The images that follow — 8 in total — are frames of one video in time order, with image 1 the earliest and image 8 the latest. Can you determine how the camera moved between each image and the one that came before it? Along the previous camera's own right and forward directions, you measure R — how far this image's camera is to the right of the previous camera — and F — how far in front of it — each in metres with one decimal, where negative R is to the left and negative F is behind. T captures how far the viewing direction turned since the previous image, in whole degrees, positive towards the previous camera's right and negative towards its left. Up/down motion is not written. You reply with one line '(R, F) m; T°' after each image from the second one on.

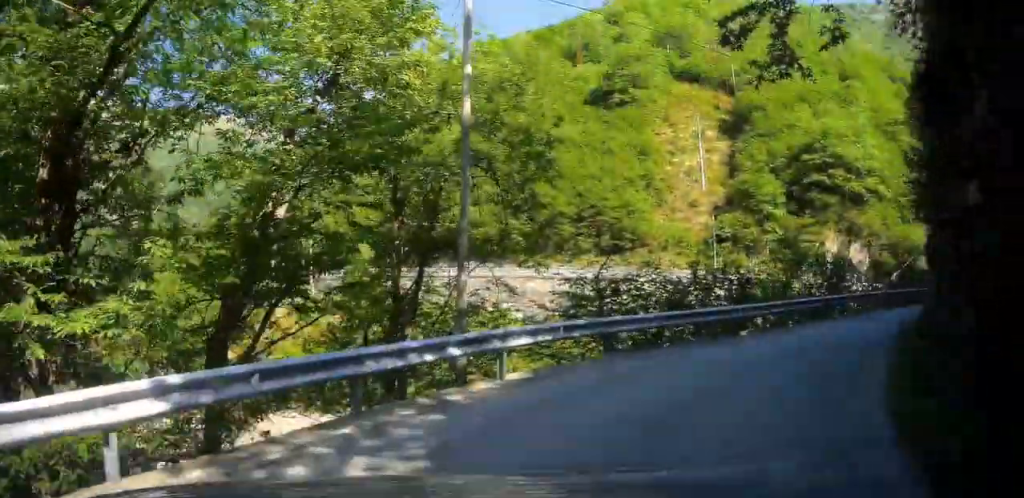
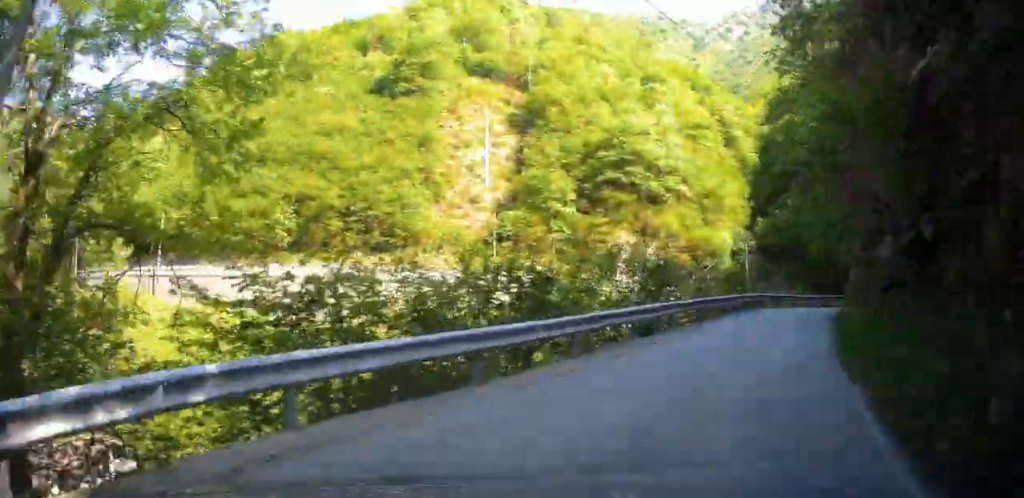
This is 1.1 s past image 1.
(-0.1, +6.8) m; +29°
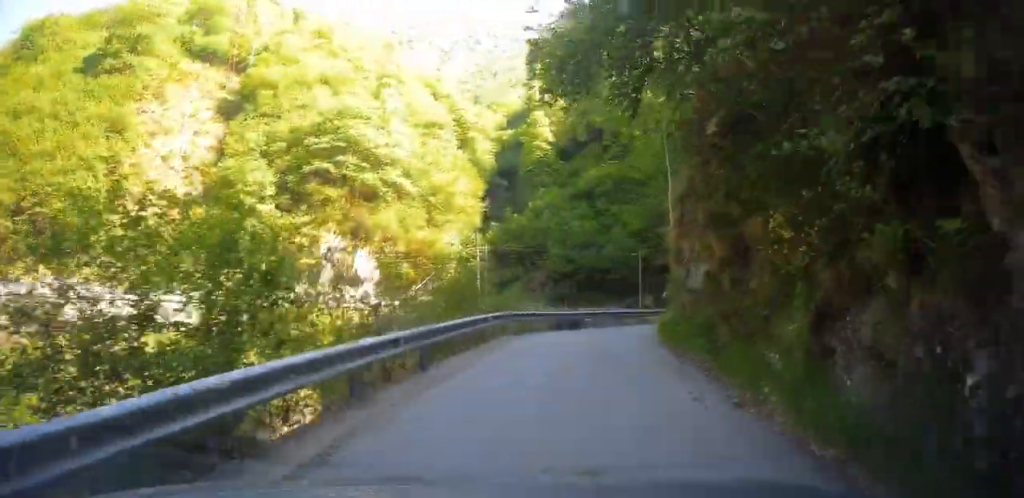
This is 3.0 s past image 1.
(+9.3, +13.2) m; +43°
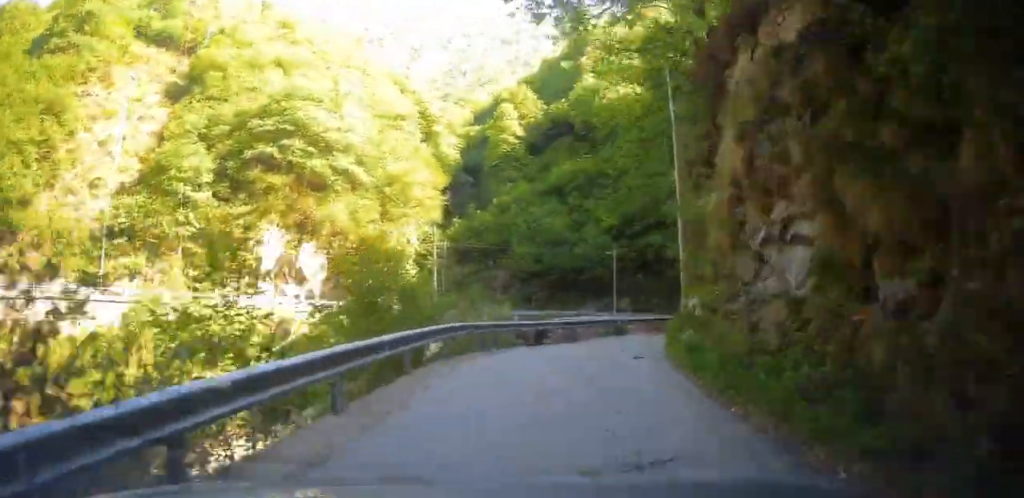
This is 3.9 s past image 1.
(+2.5, +9.8) m; -17°
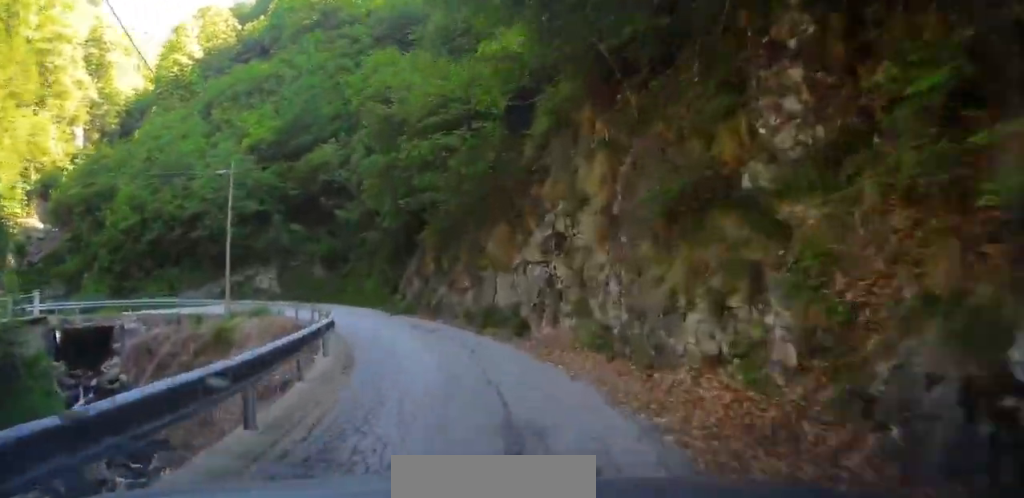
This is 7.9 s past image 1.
(-15.9, +16.0) m; -37°
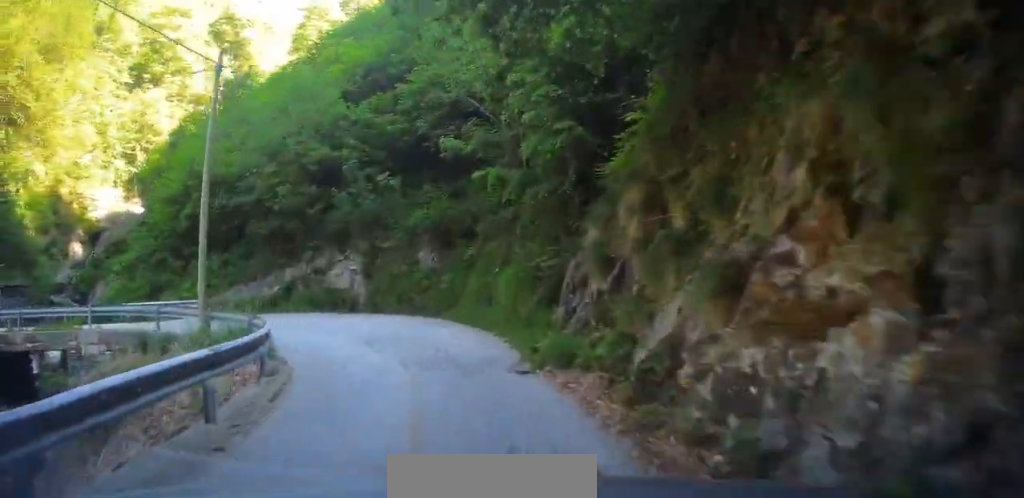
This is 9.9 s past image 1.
(+4.9, +12.5) m; +12°
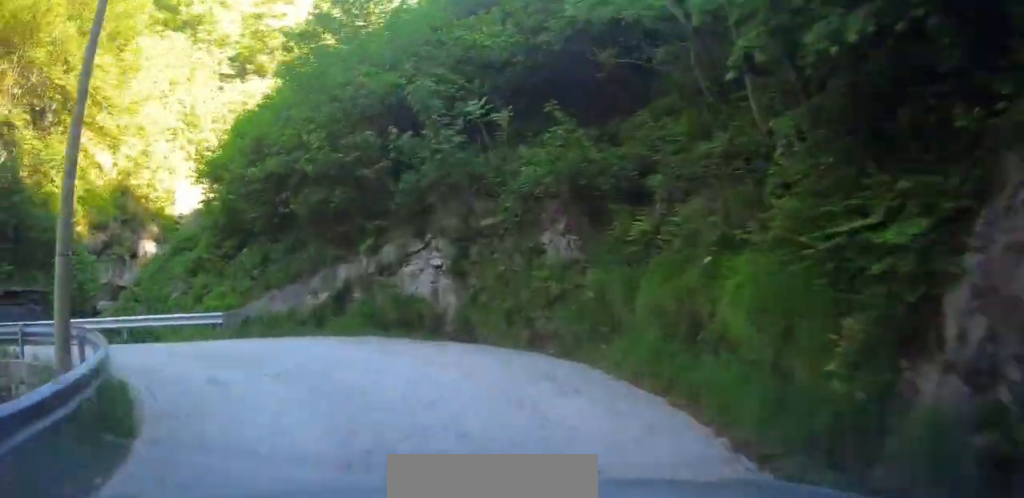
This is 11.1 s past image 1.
(+0.9, +8.4) m; -15°
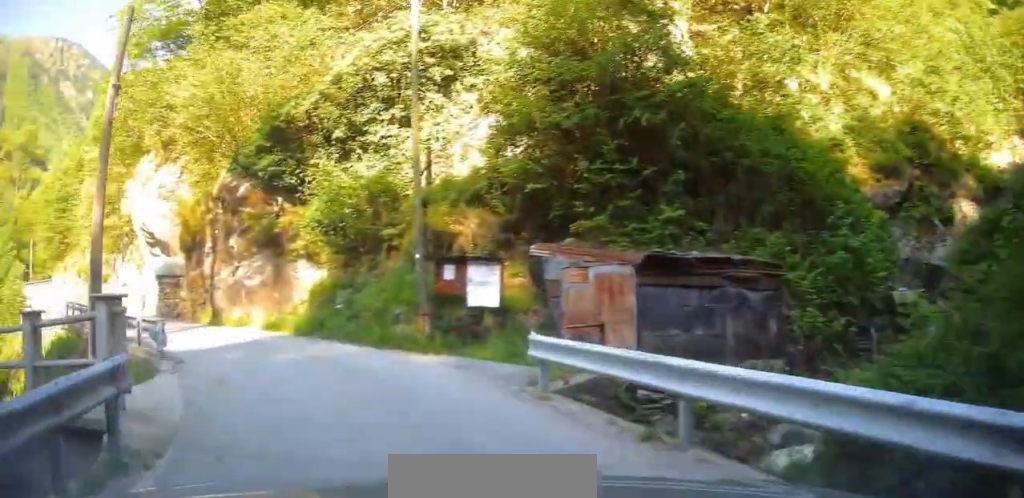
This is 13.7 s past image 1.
(-9.9, +12.3) m; -57°
